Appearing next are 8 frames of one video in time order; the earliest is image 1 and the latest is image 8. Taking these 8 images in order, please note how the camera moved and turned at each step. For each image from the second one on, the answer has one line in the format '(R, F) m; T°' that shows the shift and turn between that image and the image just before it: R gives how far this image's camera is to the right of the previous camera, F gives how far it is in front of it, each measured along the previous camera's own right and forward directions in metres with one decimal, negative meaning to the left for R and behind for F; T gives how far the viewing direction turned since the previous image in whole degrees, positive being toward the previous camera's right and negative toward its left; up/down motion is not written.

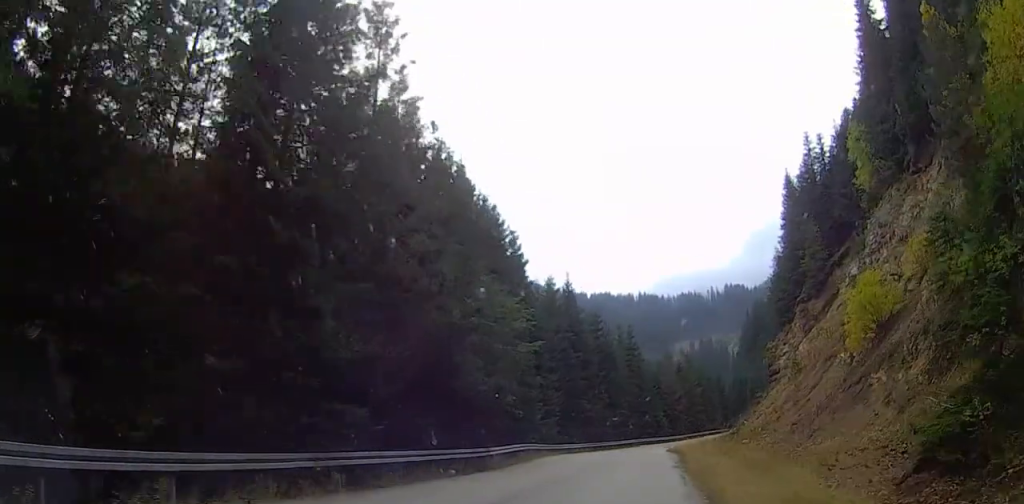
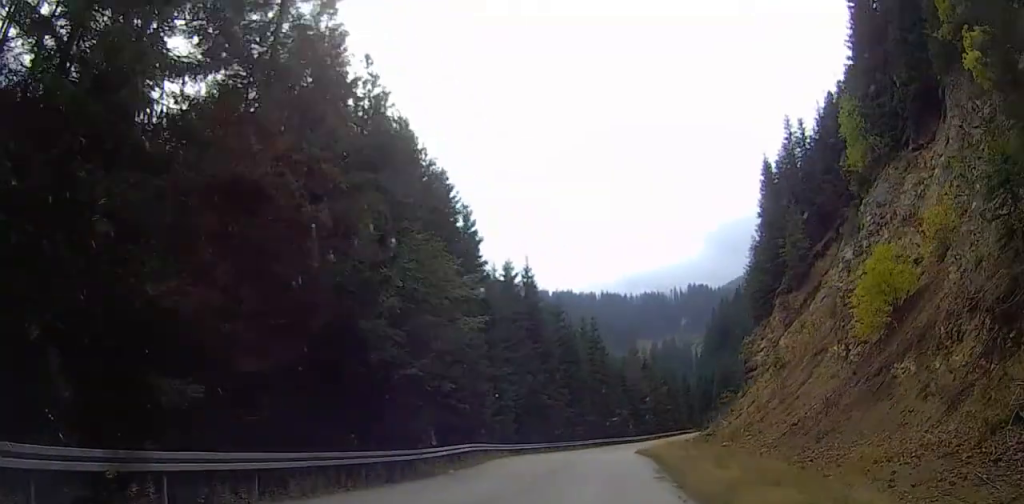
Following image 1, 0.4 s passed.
(+0.6, +6.5) m; +4°
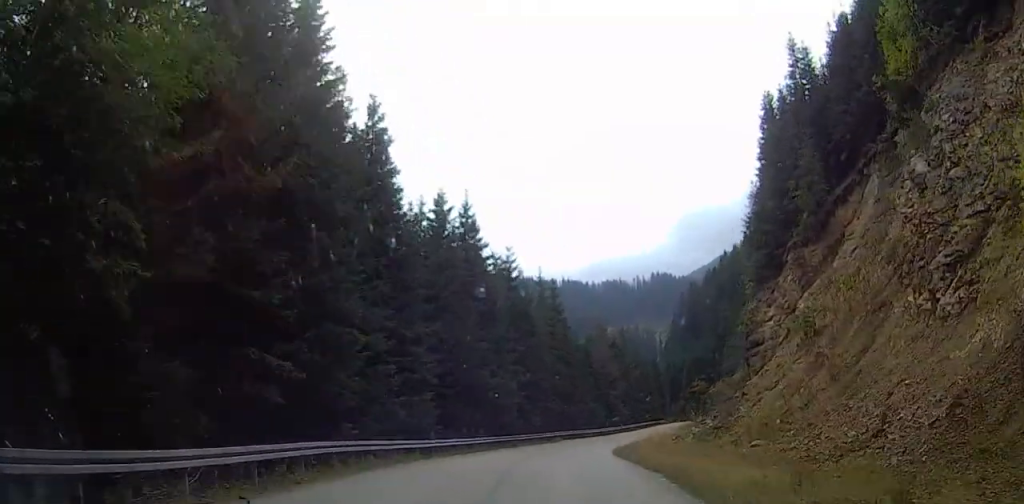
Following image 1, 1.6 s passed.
(+2.1, +17.8) m; +8°
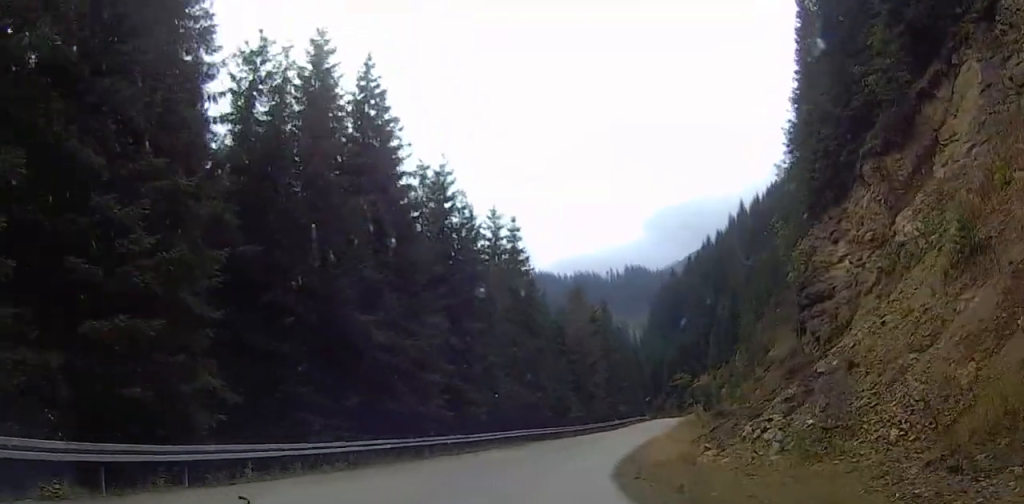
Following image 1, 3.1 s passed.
(+0.4, +22.6) m; -1°
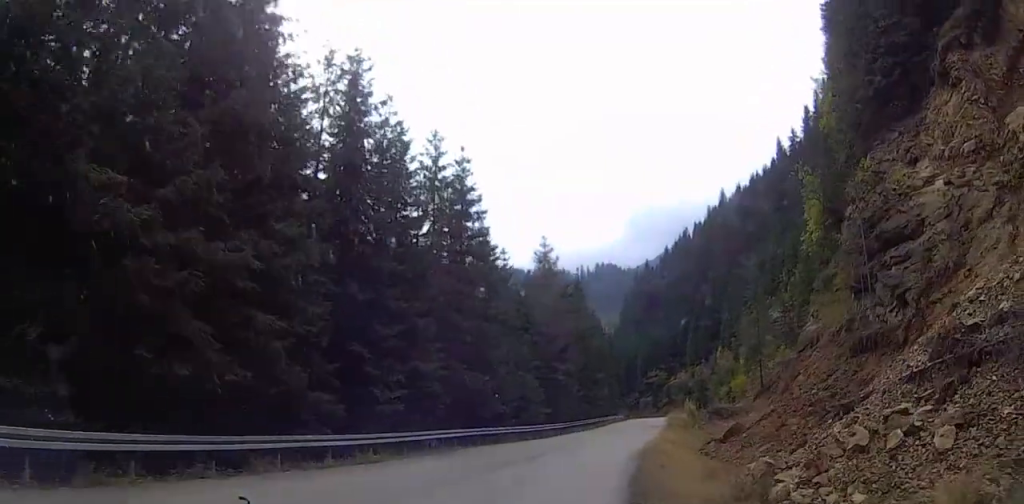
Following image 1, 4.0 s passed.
(-0.5, +14.2) m; +4°
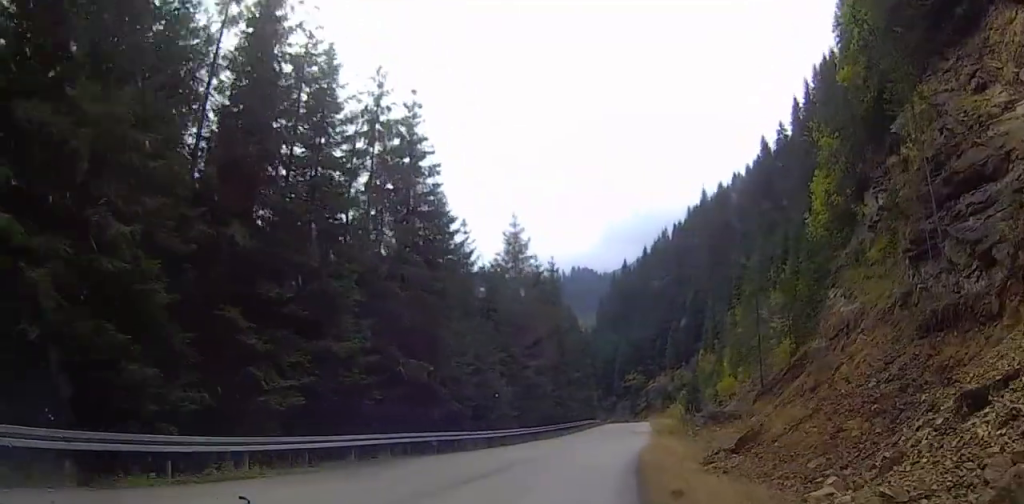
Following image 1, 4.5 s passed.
(+0.6, +7.9) m; +3°
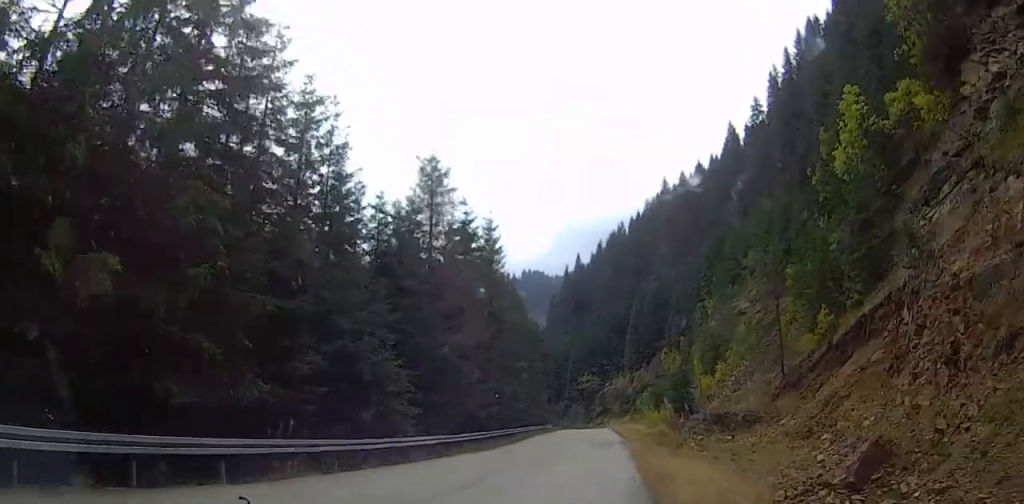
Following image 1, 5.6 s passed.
(+1.1, +16.2) m; +3°
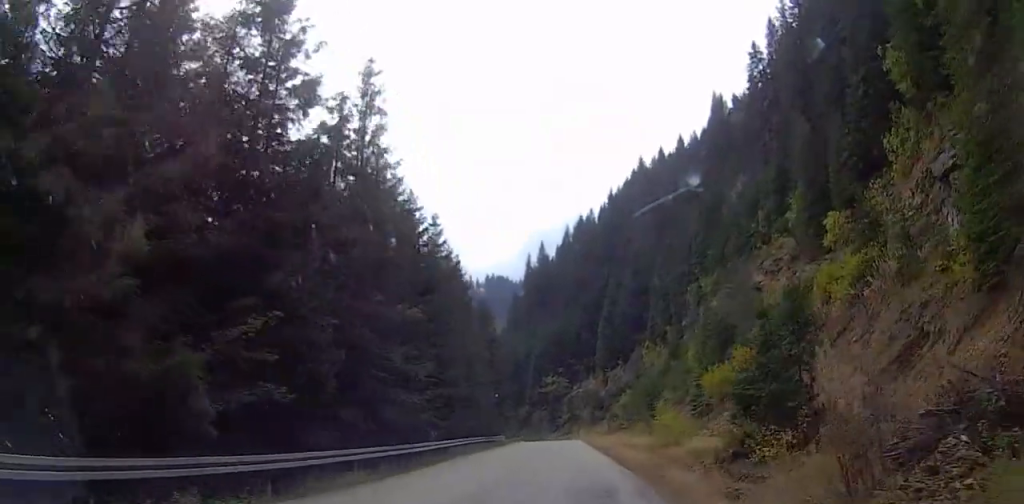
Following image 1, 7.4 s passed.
(-0.4, +25.7) m; +2°
